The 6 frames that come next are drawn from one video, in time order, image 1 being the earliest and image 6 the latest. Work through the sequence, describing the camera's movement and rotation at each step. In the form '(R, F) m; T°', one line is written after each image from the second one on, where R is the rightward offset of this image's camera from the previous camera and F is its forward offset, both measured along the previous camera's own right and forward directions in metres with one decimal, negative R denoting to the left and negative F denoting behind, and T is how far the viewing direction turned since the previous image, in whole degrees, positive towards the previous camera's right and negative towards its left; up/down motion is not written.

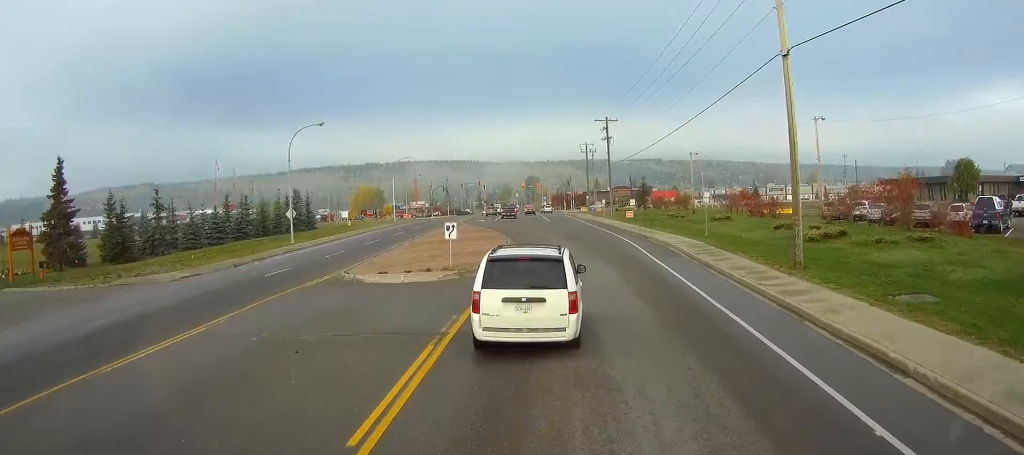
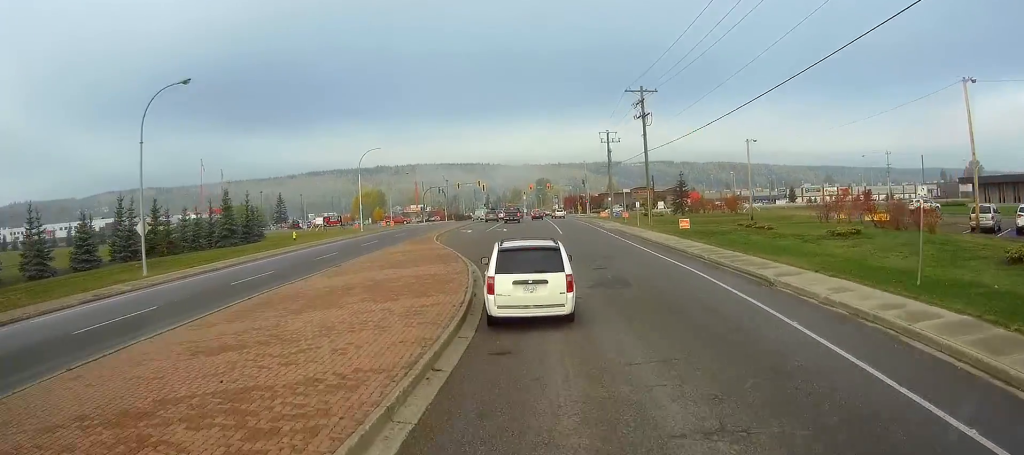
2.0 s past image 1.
(+0.4, +24.4) m; 0°
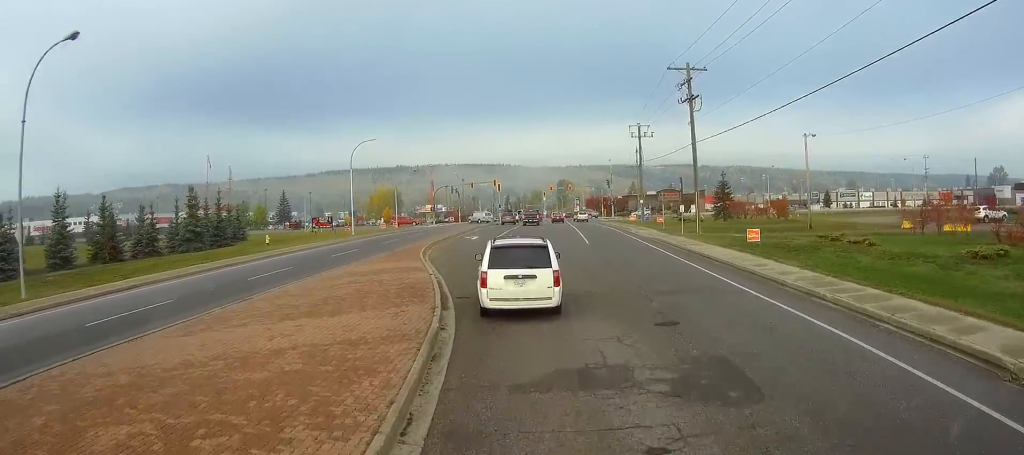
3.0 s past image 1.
(-0.2, +11.5) m; -2°
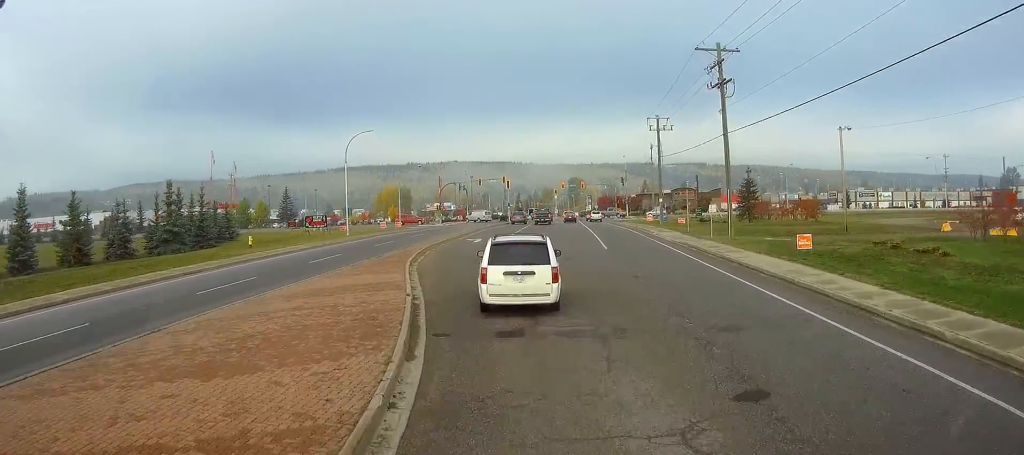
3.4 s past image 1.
(0.0, +5.5) m; -1°
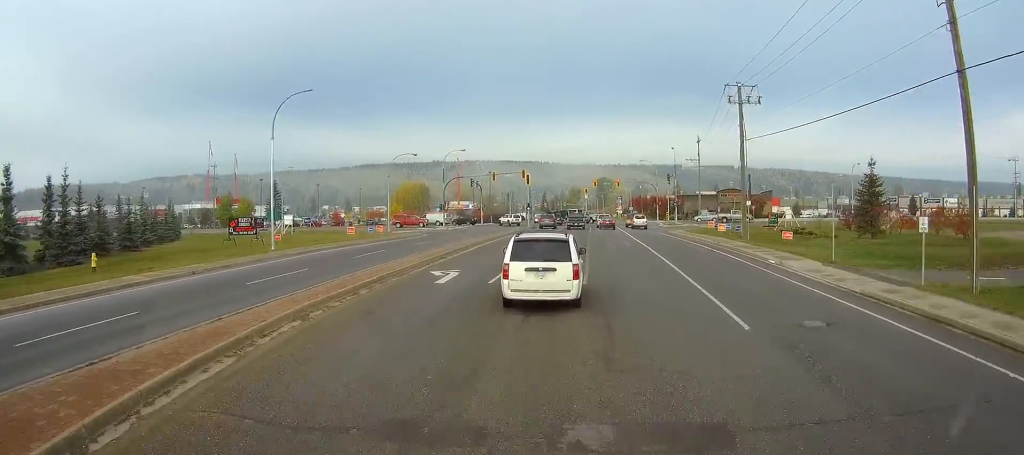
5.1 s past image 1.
(-0.6, +23.4) m; -3°
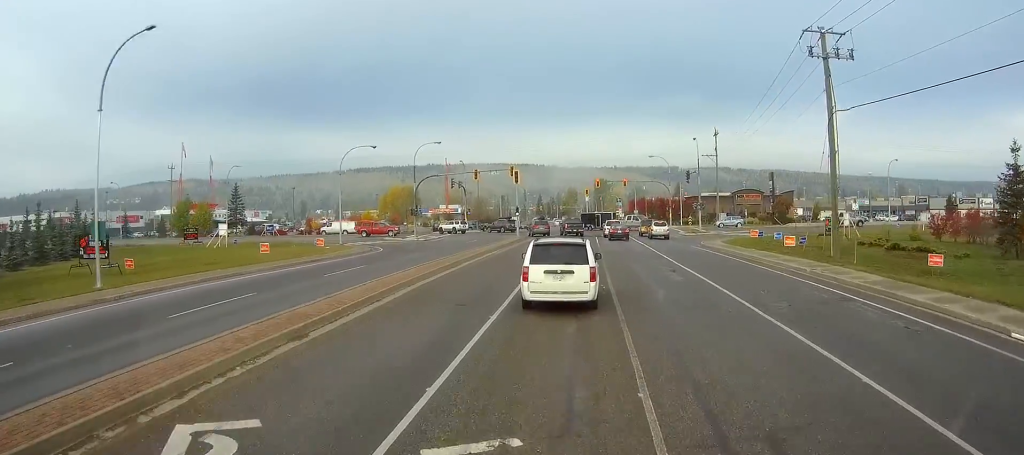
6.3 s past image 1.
(-0.3, +18.7) m; -1°
